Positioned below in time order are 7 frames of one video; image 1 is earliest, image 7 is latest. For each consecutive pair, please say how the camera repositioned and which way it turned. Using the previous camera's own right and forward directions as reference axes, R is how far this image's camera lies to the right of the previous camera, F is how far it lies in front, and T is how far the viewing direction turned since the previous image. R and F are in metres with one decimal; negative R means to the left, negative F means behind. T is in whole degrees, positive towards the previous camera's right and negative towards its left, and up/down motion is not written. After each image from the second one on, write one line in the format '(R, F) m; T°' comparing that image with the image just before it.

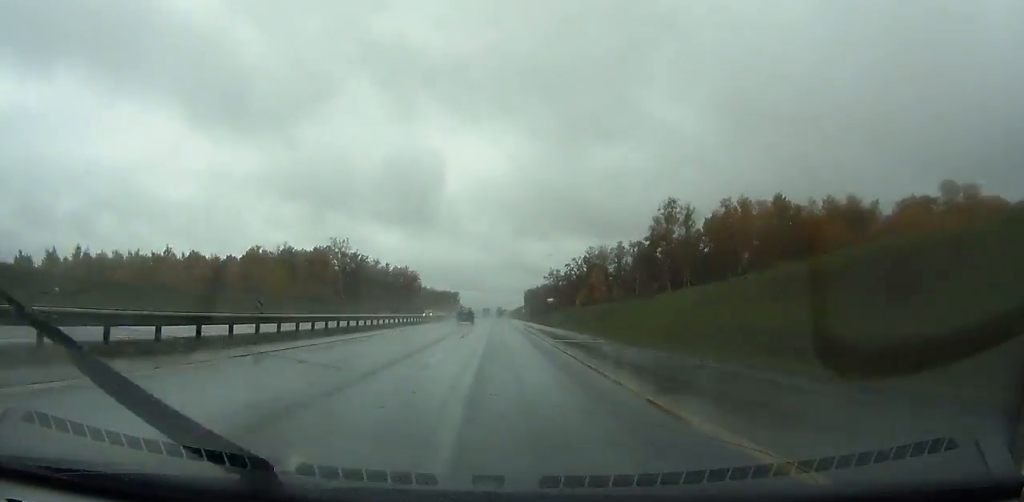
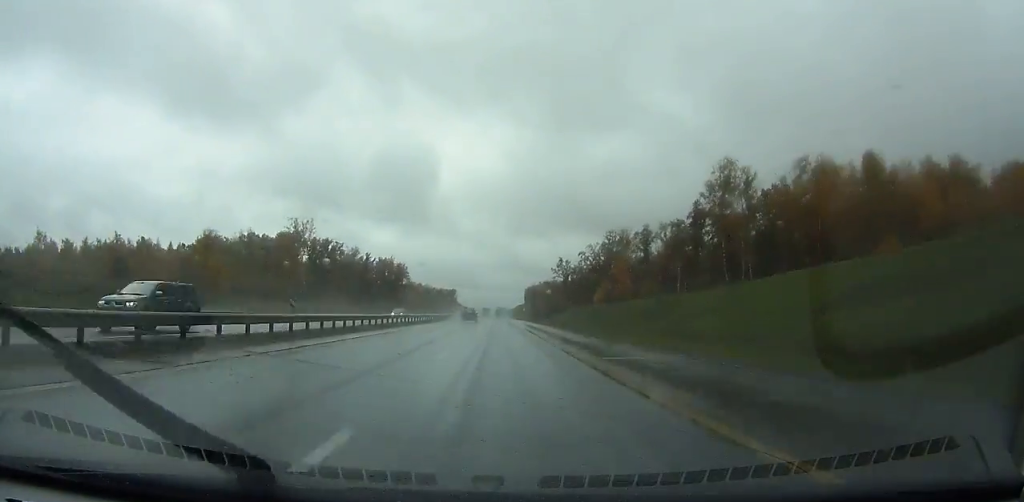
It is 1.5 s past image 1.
(-0.1, +35.1) m; 0°
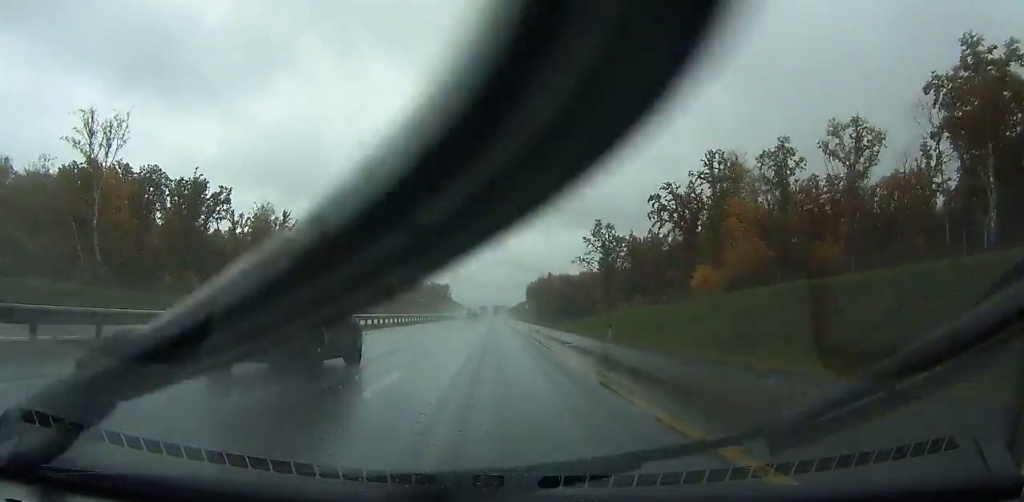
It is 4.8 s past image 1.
(+0.3, +78.4) m; 0°
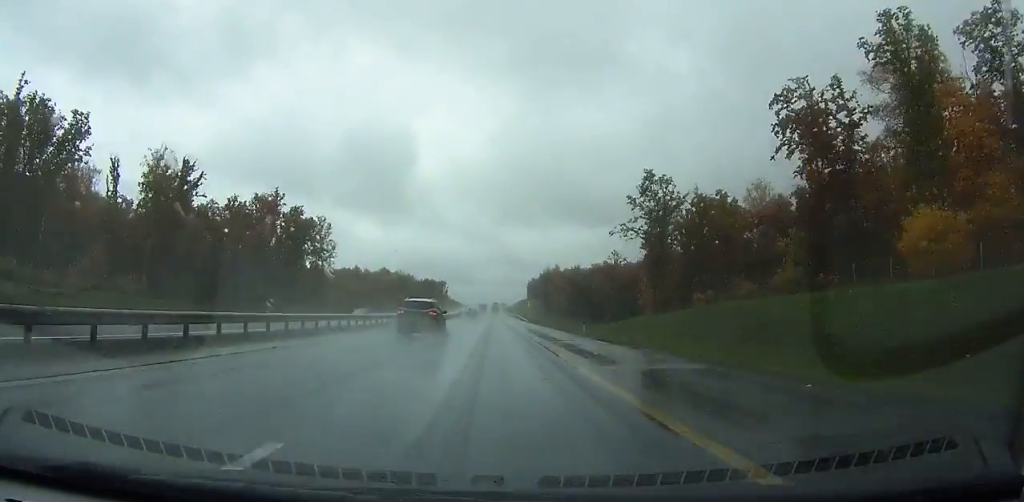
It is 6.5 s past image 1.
(-0.1, +41.2) m; 0°
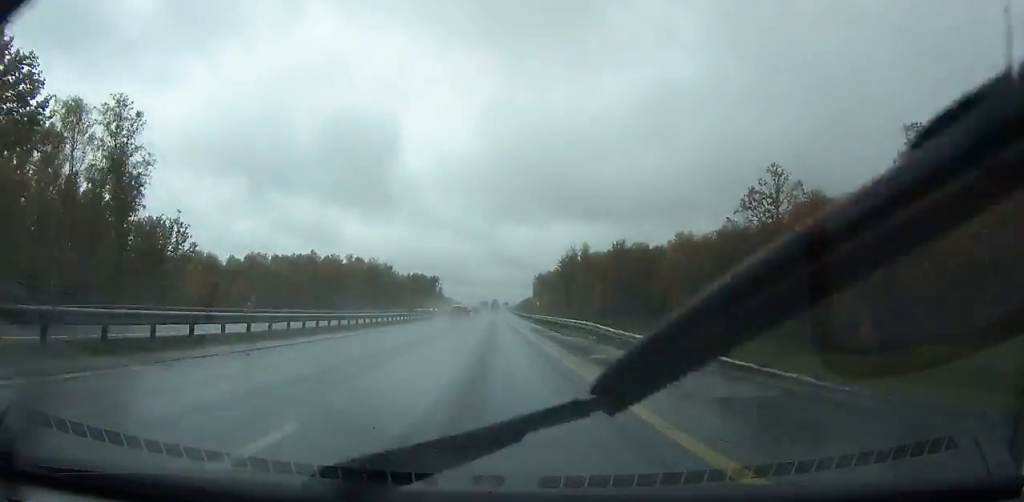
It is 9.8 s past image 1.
(-0.1, +82.1) m; 0°
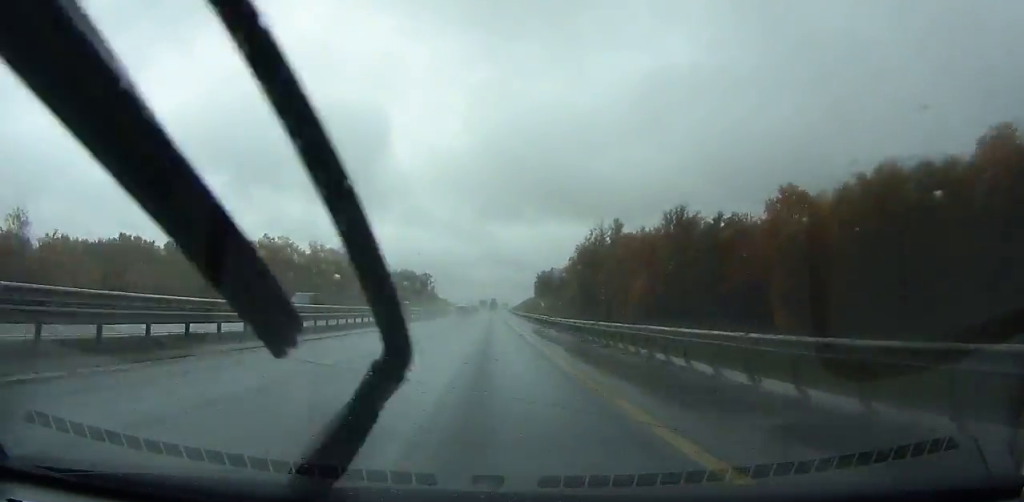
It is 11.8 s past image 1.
(-0.1, +51.4) m; 0°
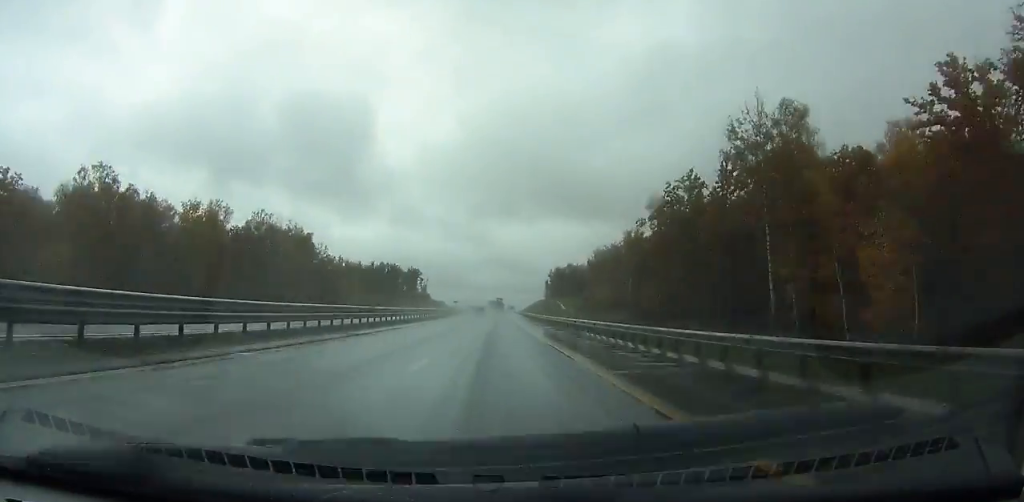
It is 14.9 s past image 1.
(-0.1, +81.3) m; 0°
